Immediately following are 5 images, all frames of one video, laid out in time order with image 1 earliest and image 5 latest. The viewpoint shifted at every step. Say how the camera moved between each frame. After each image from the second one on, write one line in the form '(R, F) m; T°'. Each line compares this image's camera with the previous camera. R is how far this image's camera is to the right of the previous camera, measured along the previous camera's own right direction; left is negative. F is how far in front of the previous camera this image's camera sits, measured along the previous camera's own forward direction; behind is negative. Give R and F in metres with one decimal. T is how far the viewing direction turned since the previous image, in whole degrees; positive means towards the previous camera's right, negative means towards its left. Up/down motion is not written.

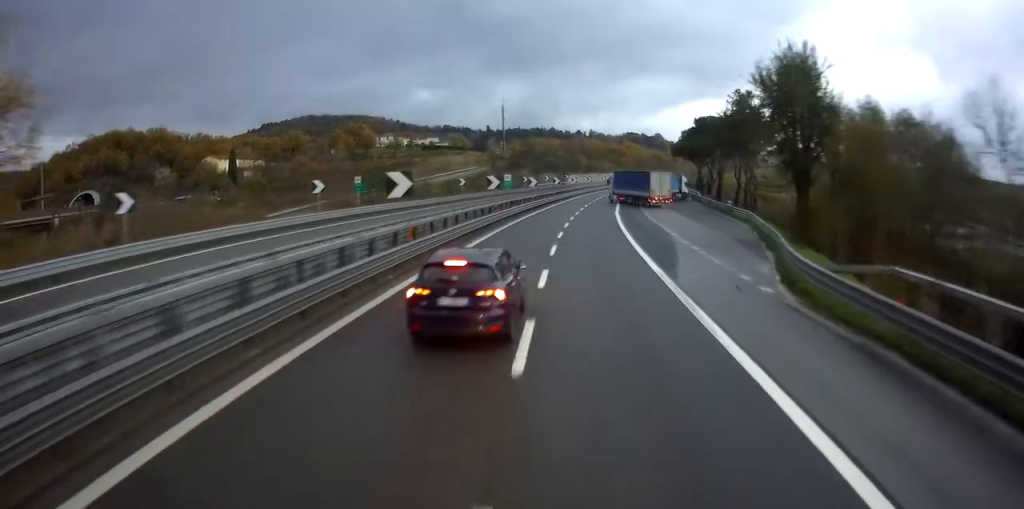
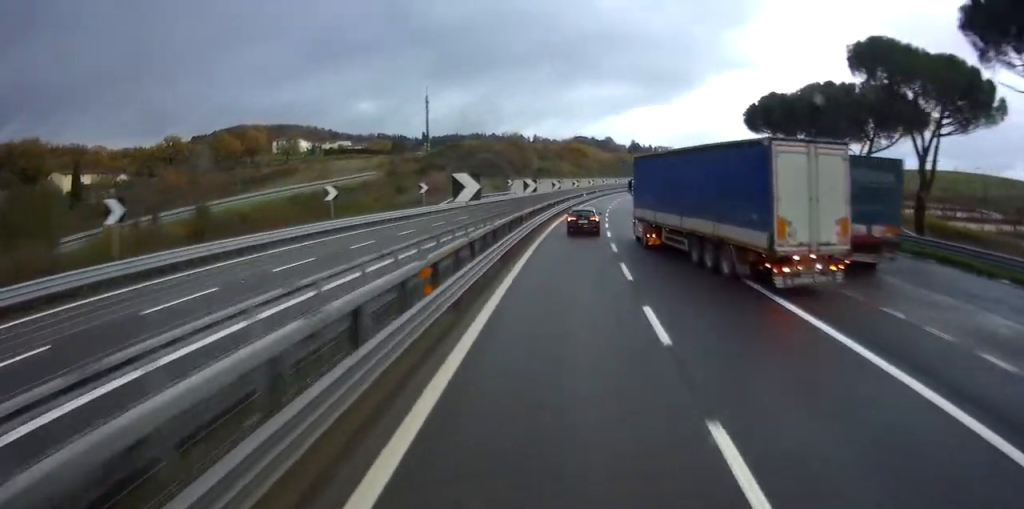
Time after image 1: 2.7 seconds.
(+3.3, +60.2) m; +7°
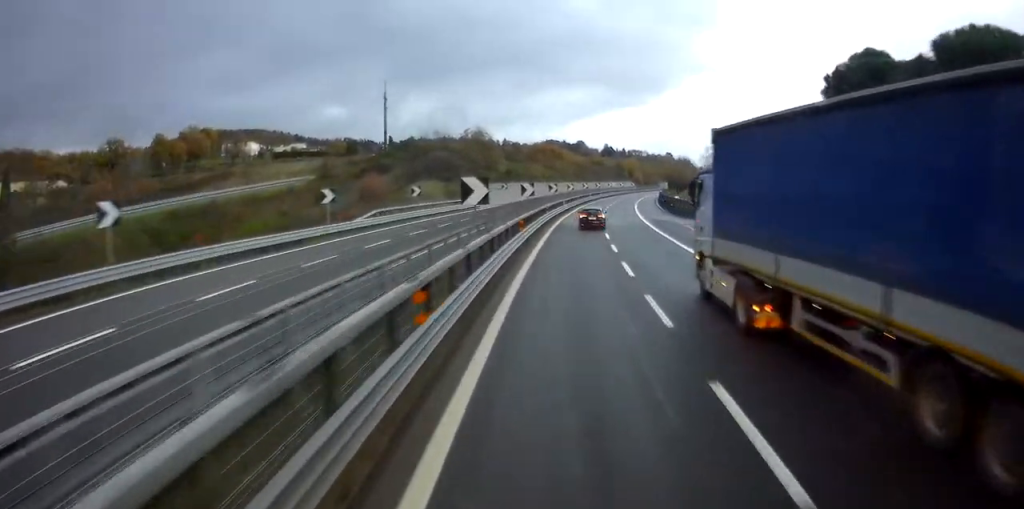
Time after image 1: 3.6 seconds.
(+0.7, +19.6) m; +3°
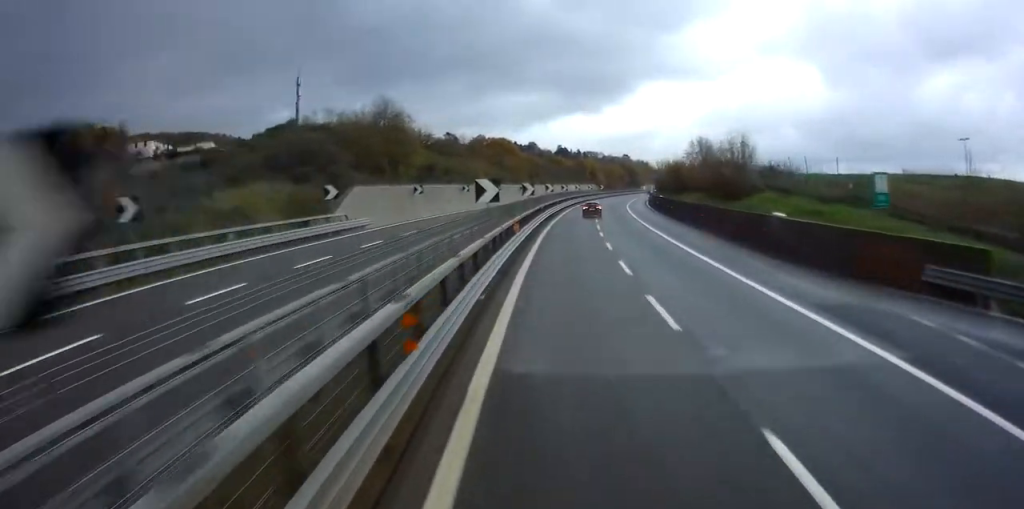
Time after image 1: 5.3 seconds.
(+1.5, +36.8) m; +6°
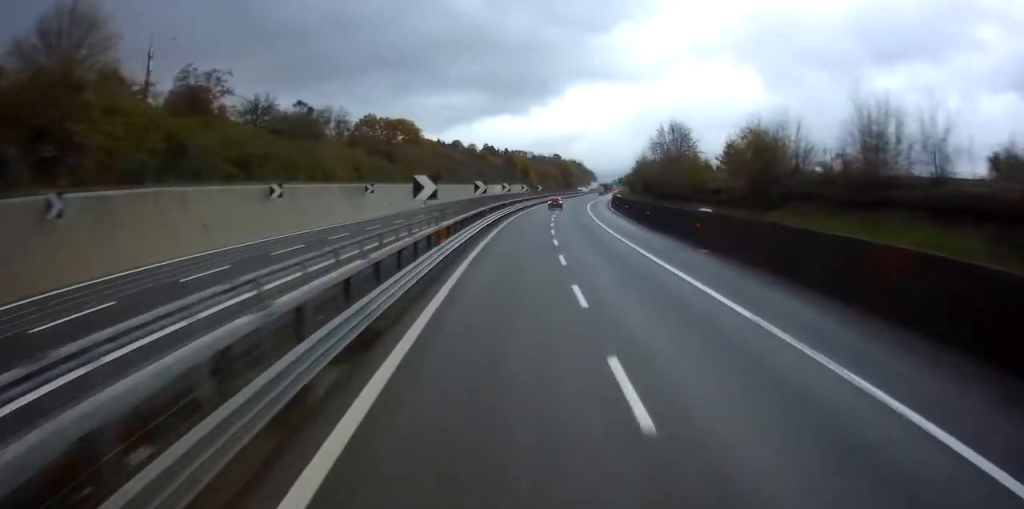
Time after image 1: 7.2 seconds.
(+2.3, +40.7) m; +5°
